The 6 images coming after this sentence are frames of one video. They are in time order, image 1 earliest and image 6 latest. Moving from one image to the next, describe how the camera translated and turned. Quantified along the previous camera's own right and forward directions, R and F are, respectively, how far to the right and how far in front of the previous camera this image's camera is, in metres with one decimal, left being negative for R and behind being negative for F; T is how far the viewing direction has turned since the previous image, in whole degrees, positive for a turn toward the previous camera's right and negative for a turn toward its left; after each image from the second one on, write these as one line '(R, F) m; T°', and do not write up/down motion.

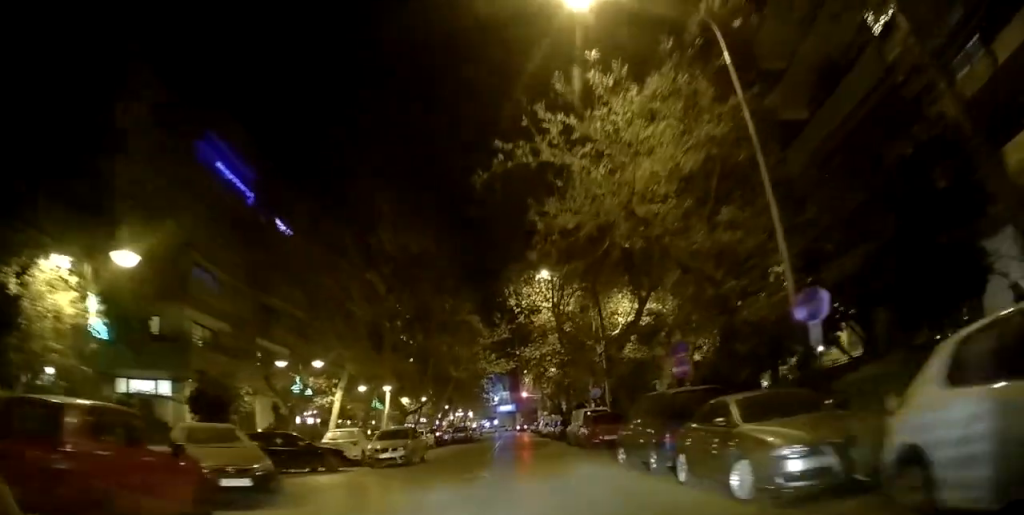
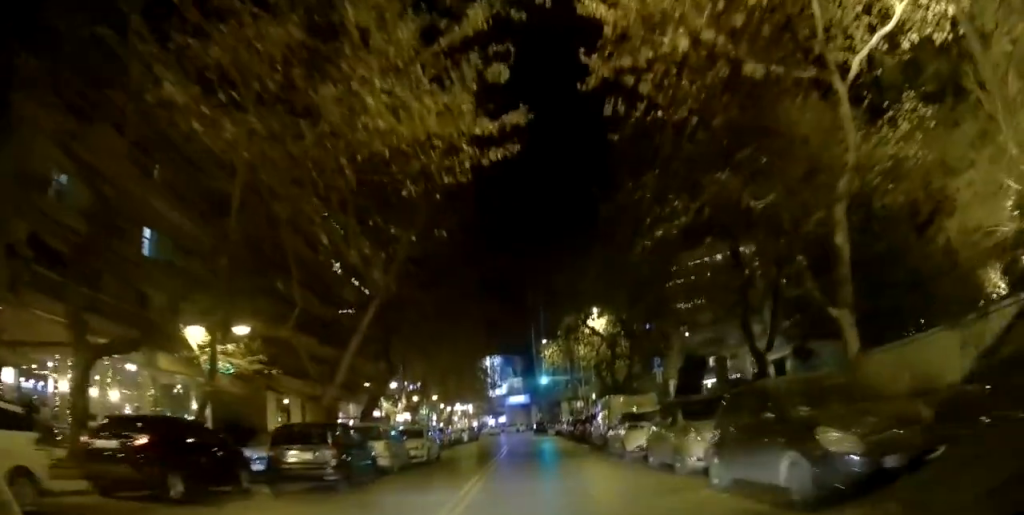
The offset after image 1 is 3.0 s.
(-1.2, +37.1) m; -1°
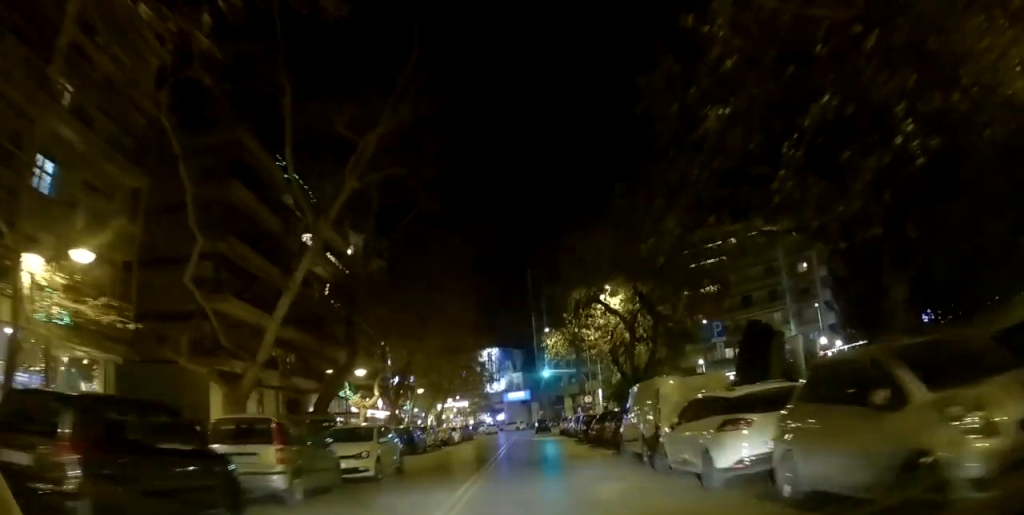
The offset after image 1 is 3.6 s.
(0.0, +7.0) m; 0°
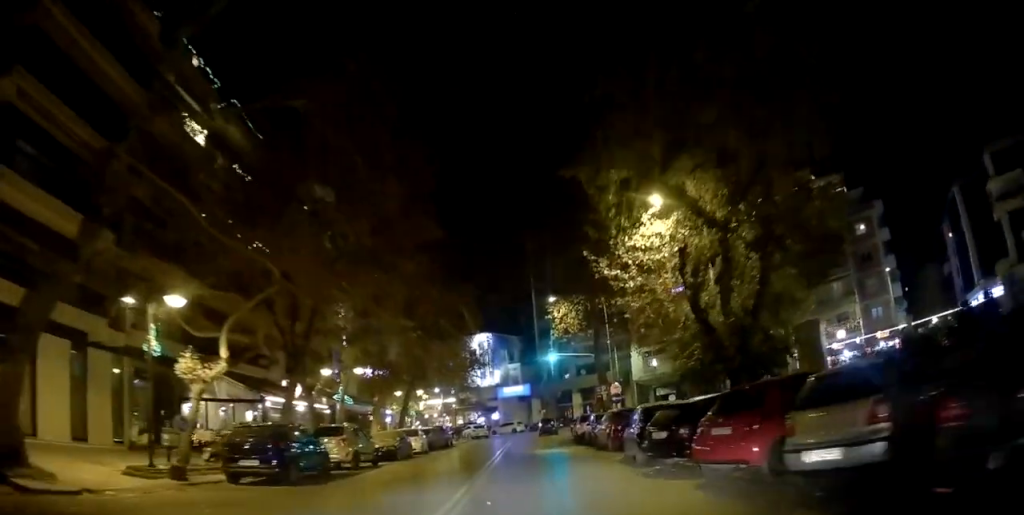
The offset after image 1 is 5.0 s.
(-0.3, +15.9) m; -2°
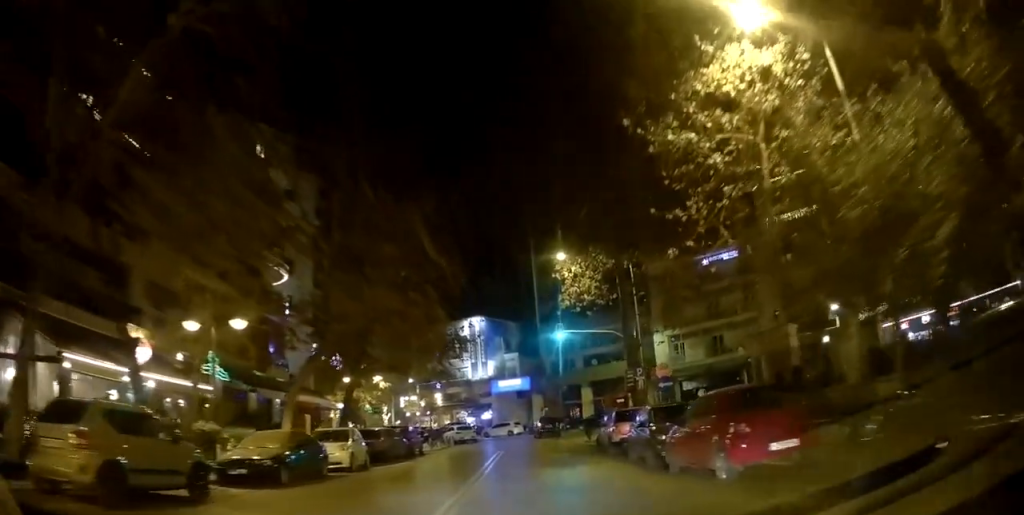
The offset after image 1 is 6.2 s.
(0.0, +12.1) m; 0°
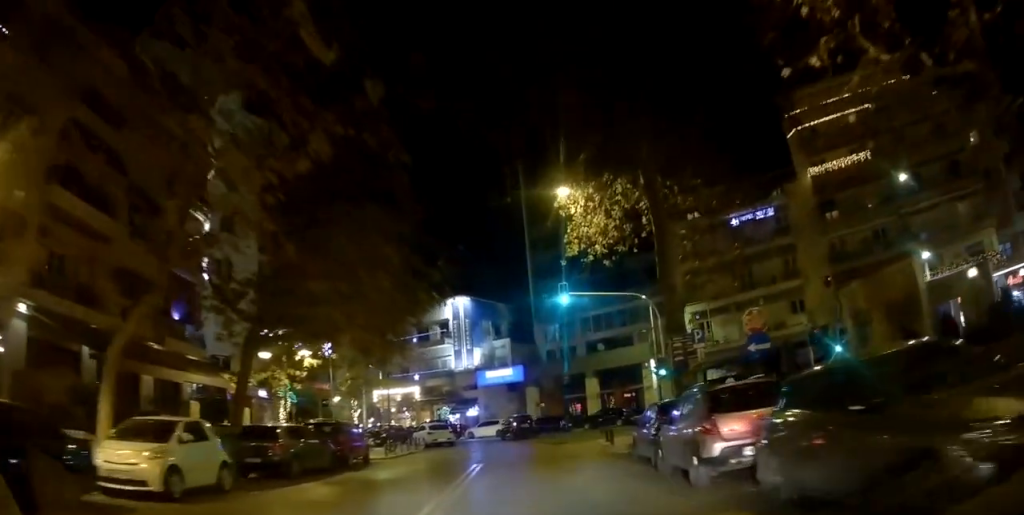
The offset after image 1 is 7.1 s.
(+0.1, +9.6) m; +1°
